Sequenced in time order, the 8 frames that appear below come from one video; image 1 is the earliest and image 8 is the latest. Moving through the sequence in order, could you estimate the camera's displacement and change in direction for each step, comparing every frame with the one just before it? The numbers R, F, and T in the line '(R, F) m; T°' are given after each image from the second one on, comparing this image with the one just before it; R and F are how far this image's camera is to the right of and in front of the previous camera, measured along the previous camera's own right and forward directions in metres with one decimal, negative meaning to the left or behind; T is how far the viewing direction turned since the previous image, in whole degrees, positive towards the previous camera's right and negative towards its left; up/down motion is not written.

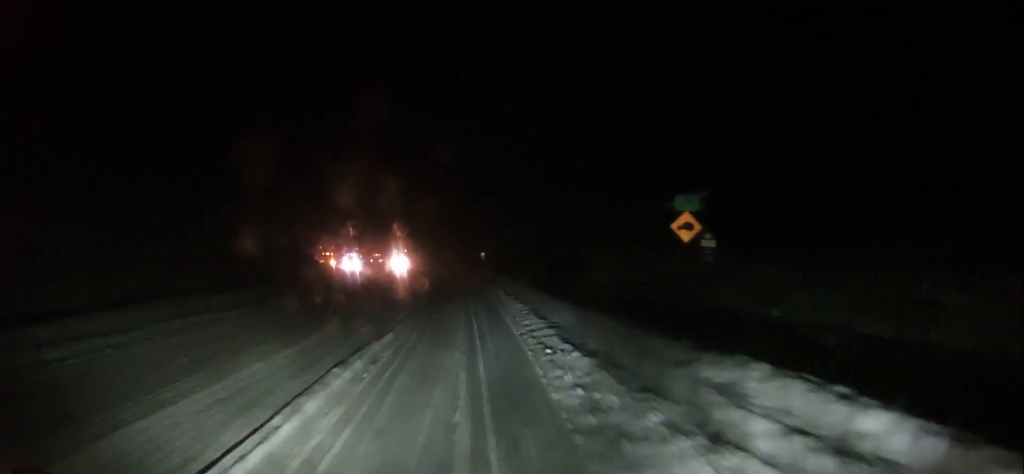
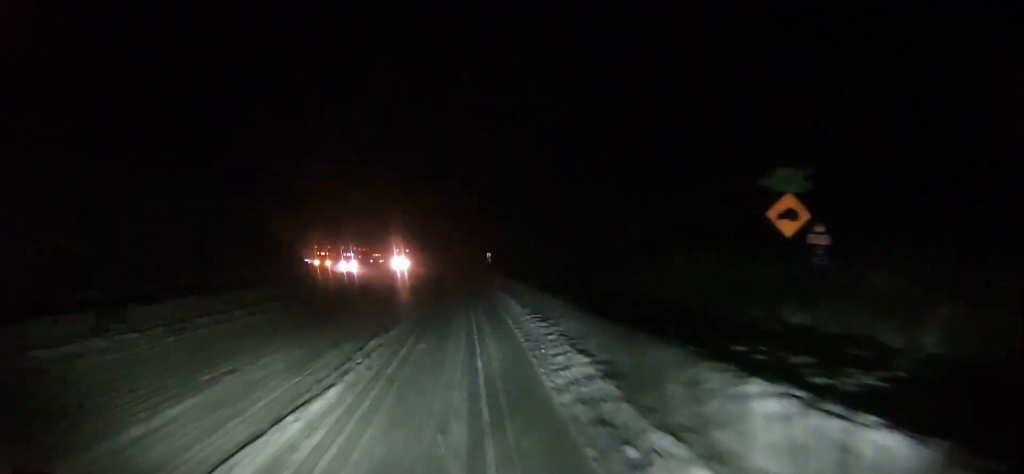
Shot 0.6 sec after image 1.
(-0.1, +8.6) m; 0°
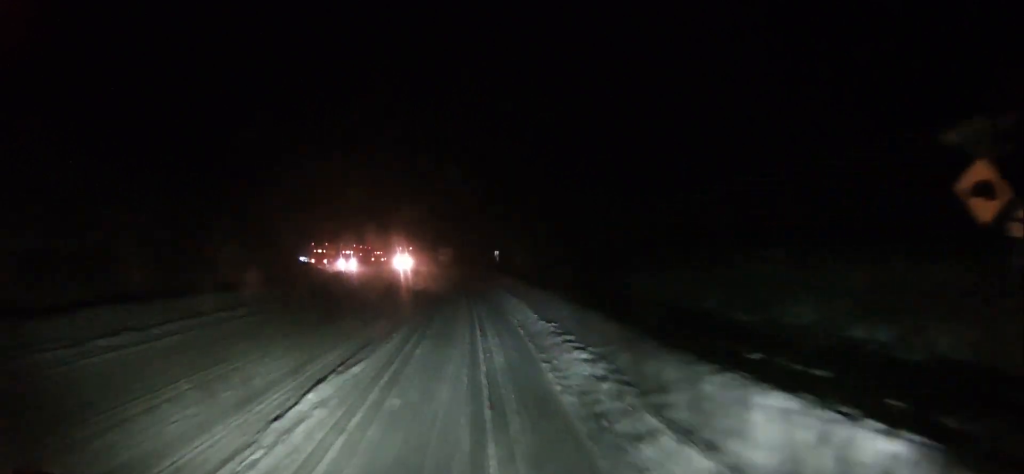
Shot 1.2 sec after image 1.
(-0.1, +7.6) m; 0°
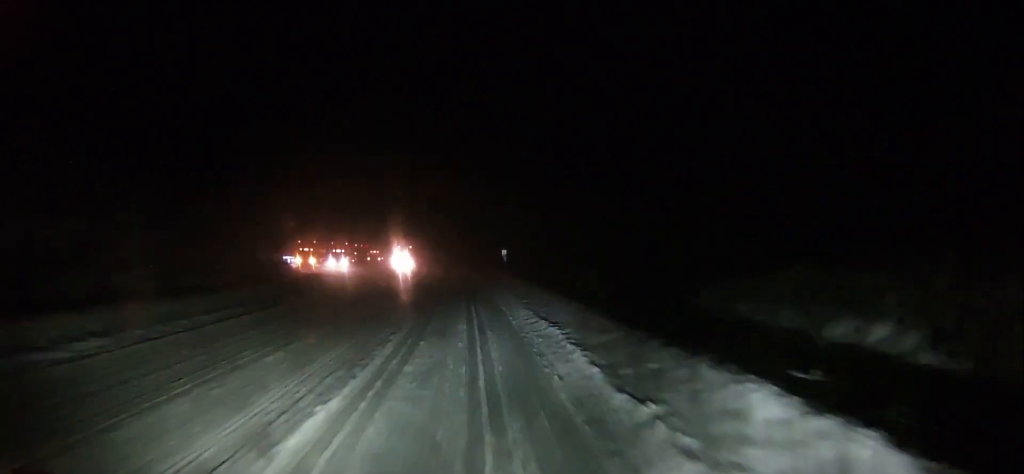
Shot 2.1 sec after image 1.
(+0.2, +12.4) m; 0°
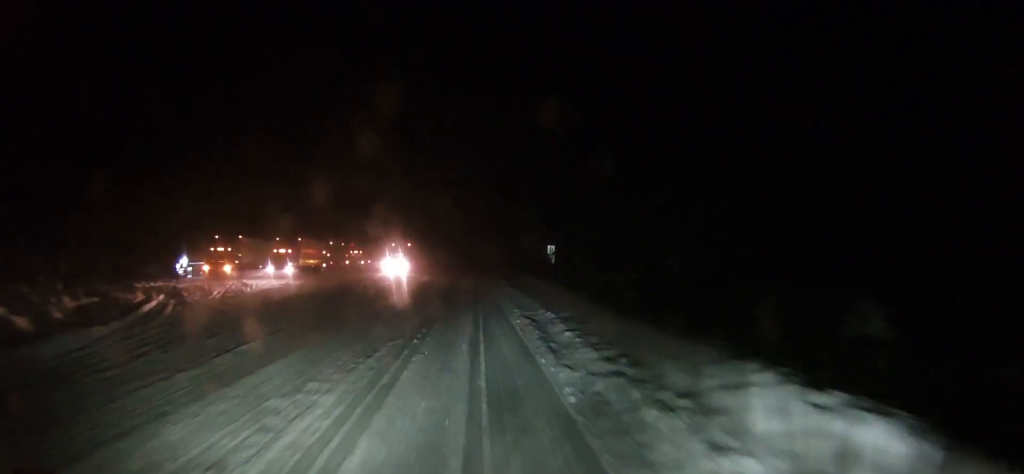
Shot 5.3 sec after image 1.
(-1.2, +41.7) m; -3°
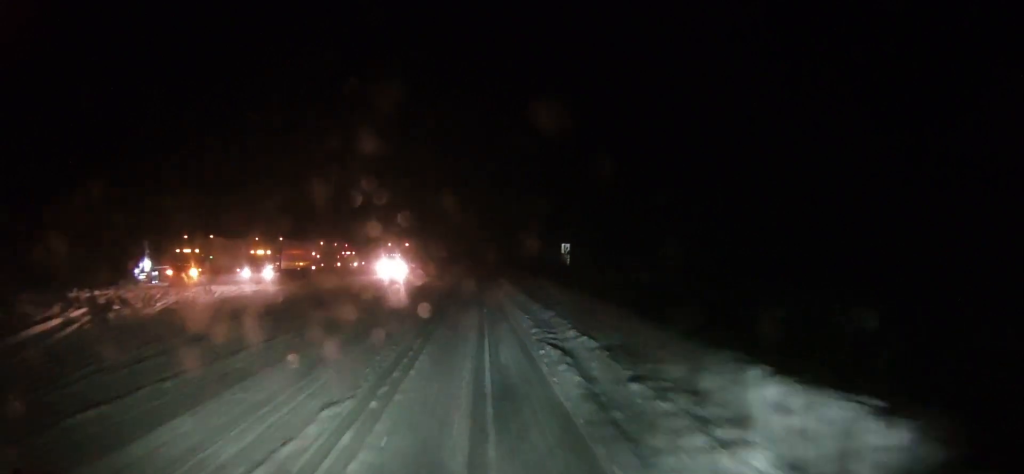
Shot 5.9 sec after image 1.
(-0.2, +8.2) m; -1°
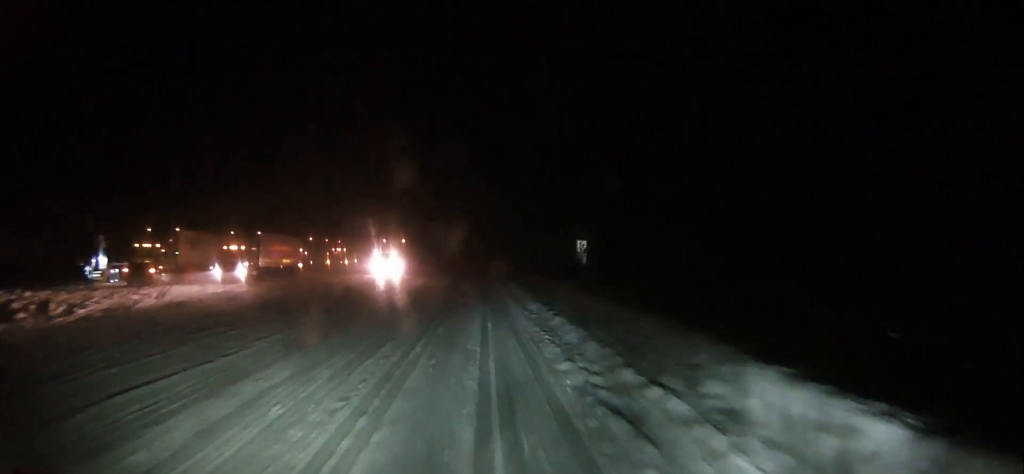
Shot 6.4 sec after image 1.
(-0.1, +7.3) m; -1°
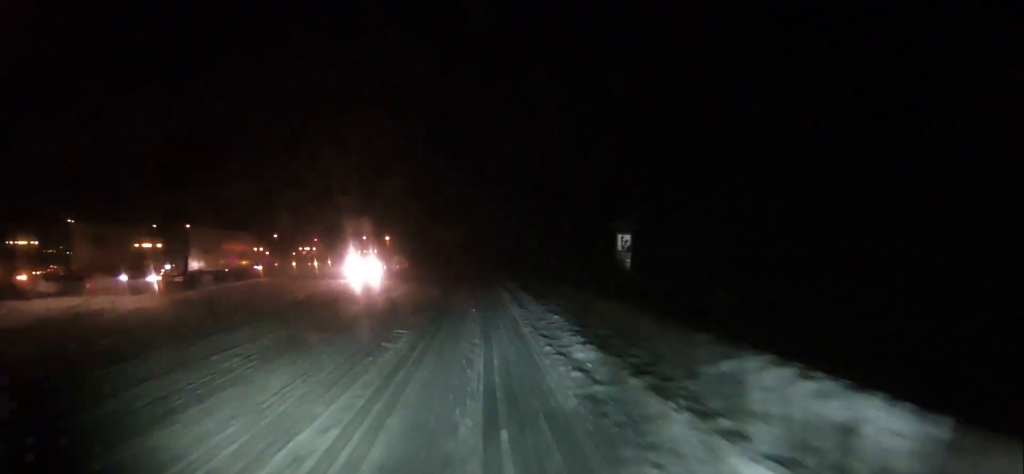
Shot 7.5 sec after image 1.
(-0.1, +14.4) m; 0°
